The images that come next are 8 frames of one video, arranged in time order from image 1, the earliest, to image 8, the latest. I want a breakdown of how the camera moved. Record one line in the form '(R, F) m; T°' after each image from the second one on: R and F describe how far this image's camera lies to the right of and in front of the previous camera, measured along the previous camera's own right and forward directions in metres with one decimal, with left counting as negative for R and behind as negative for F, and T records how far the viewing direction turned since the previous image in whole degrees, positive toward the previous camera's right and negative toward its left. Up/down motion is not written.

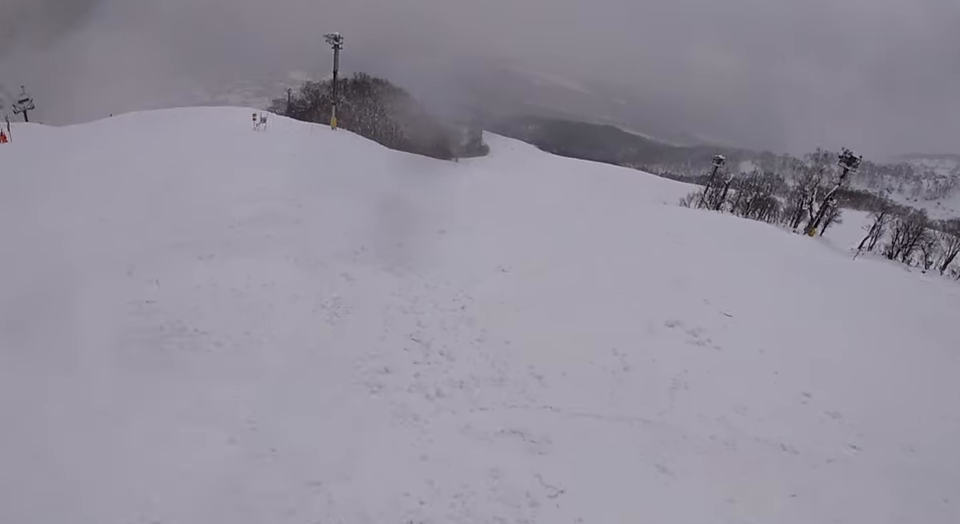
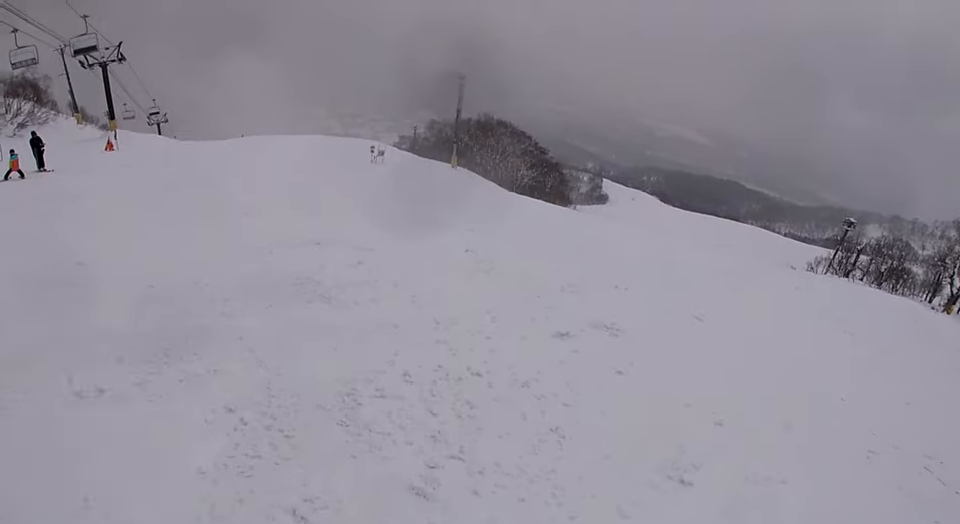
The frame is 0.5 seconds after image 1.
(-0.3, +3.6) m; -7°
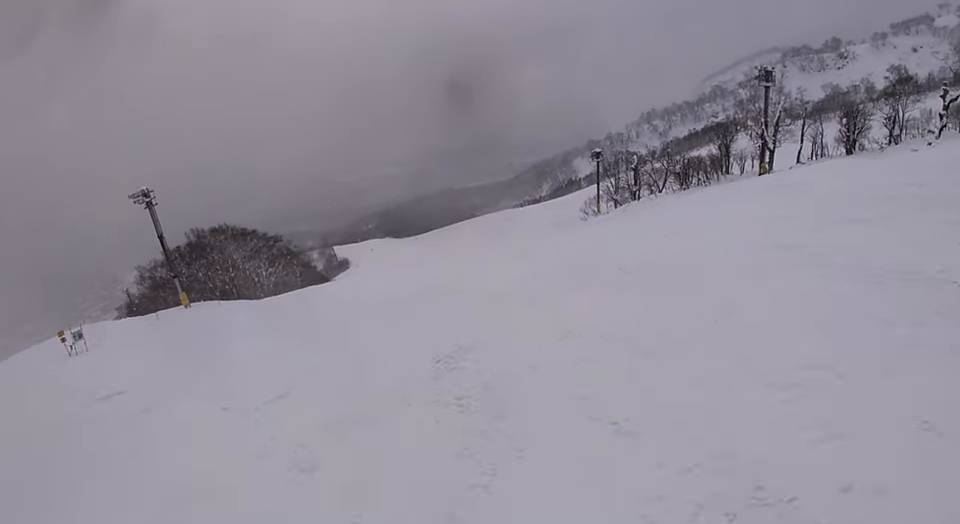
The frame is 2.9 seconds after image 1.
(+2.7, +16.5) m; +38°
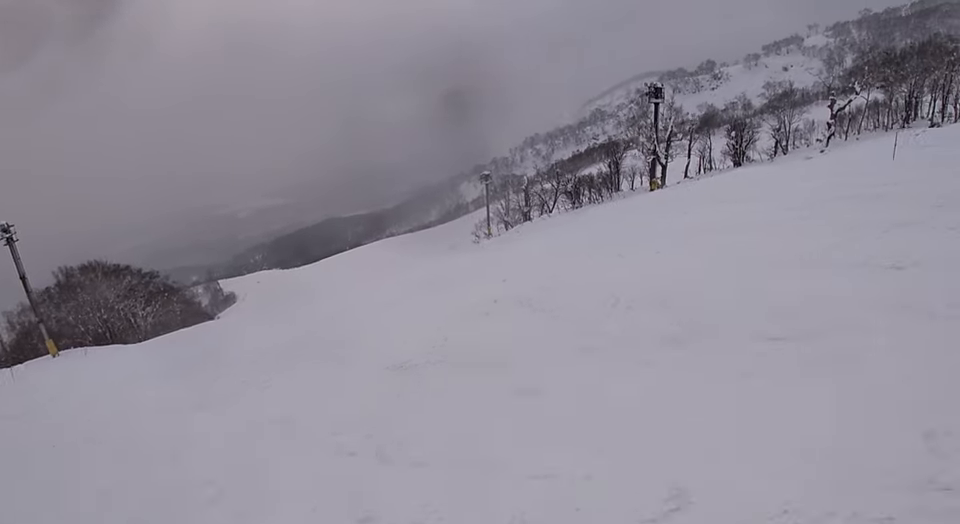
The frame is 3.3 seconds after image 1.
(+0.1, +3.0) m; +12°
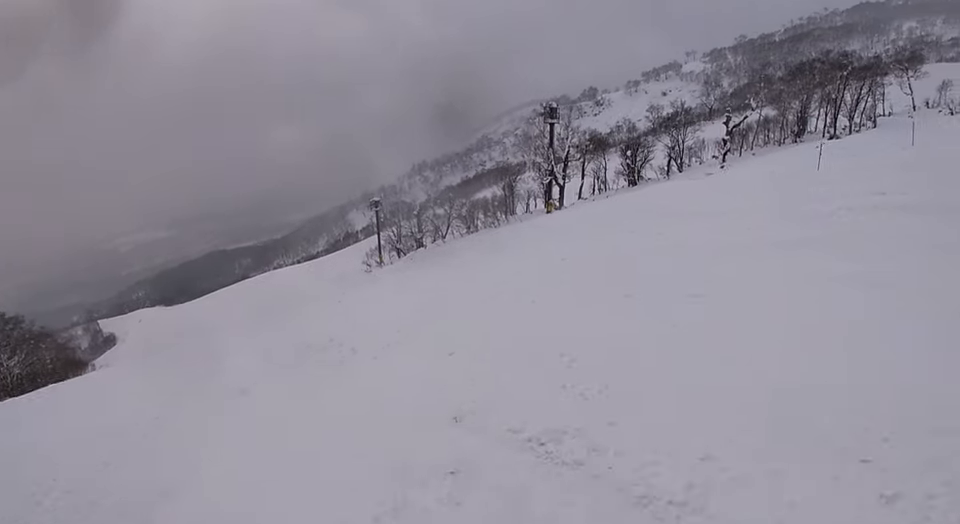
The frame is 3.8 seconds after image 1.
(+0.7, +3.8) m; +5°
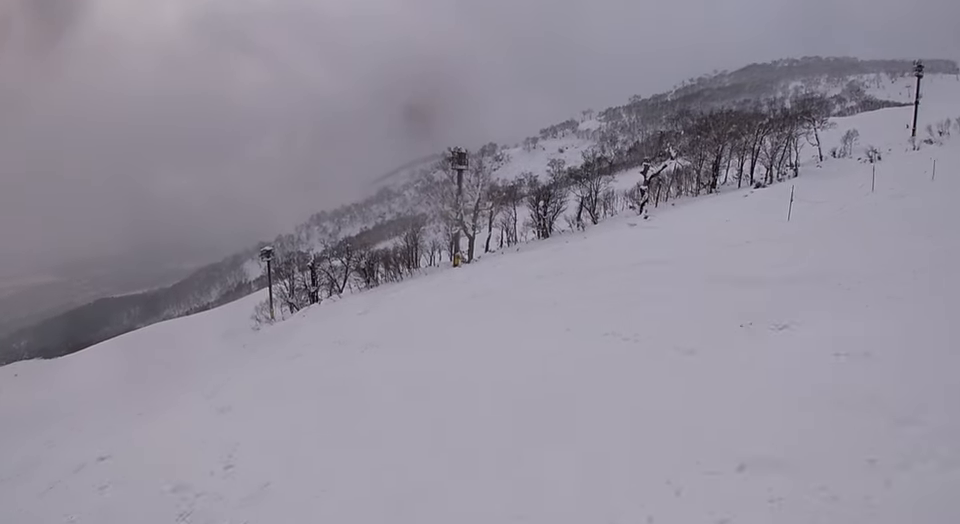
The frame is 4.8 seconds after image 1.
(+0.6, +7.2) m; +3°
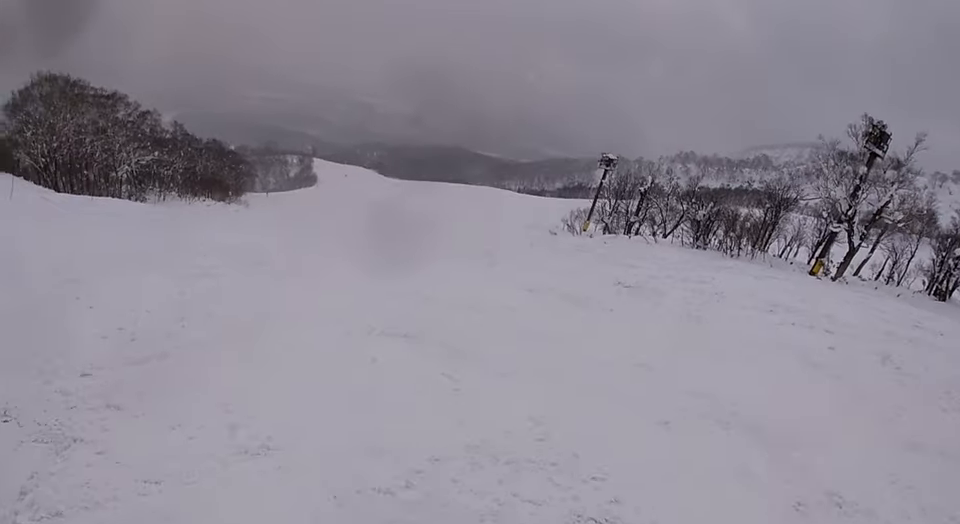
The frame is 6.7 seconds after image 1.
(-2.3, +13.6) m; -41°
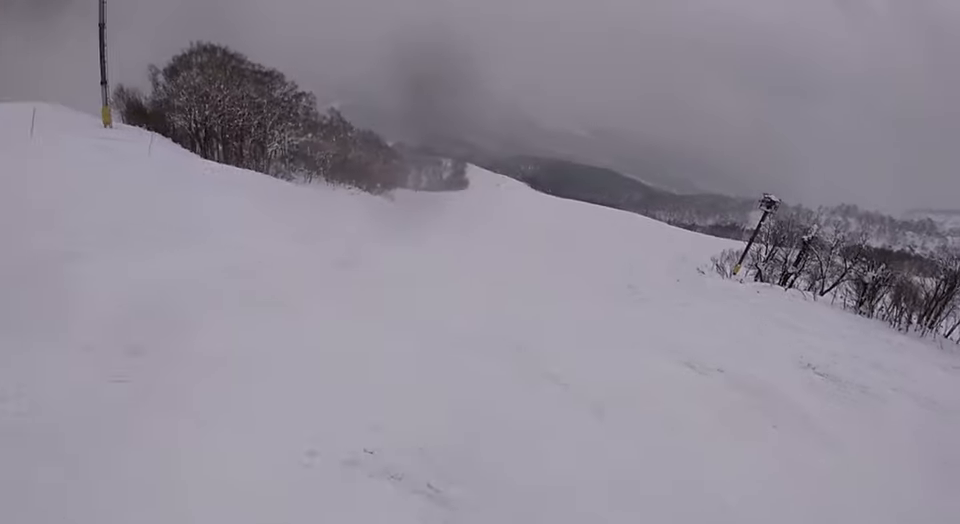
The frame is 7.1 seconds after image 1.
(-0.8, +3.2) m; -17°
